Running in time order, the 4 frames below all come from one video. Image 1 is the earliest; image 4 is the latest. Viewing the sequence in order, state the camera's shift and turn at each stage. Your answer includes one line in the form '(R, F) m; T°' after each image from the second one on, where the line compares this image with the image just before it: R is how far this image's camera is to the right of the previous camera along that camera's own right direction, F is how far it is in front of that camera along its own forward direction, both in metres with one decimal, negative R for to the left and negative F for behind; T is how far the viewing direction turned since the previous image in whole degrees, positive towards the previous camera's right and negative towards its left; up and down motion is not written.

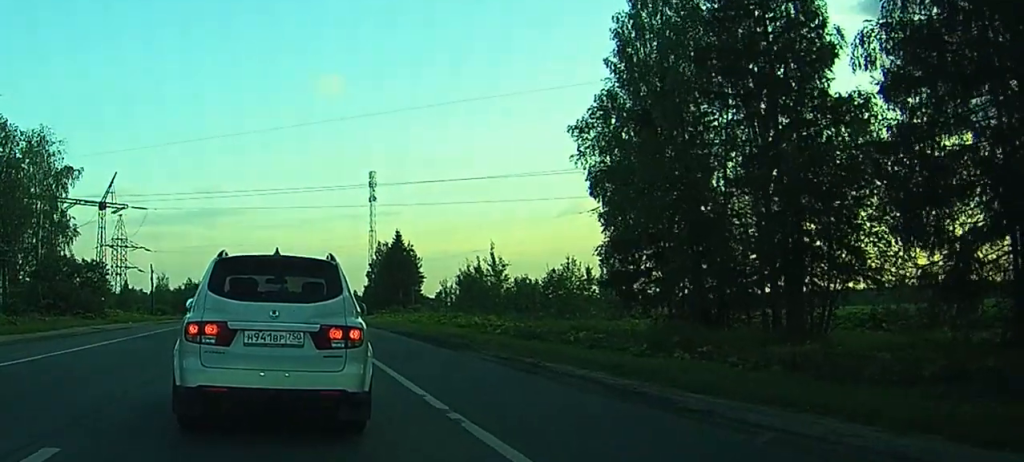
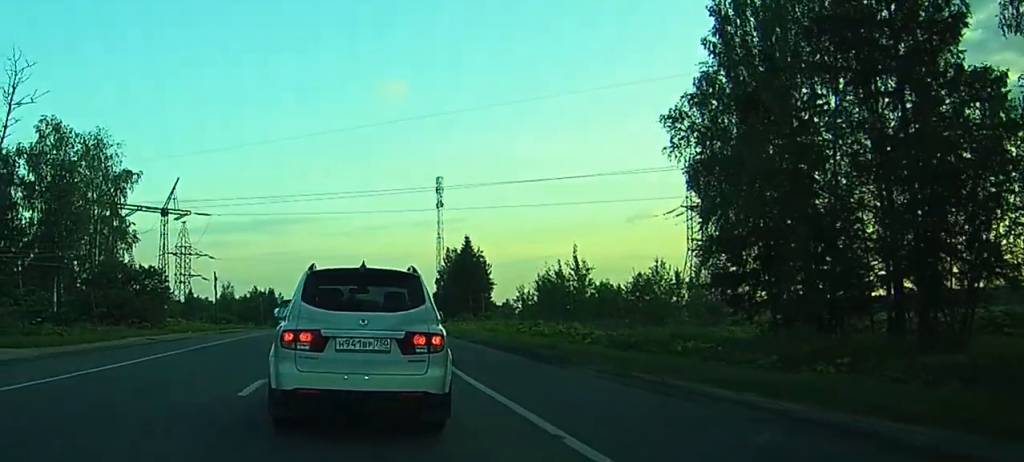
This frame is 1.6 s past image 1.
(+0.1, +4.3) m; -9°
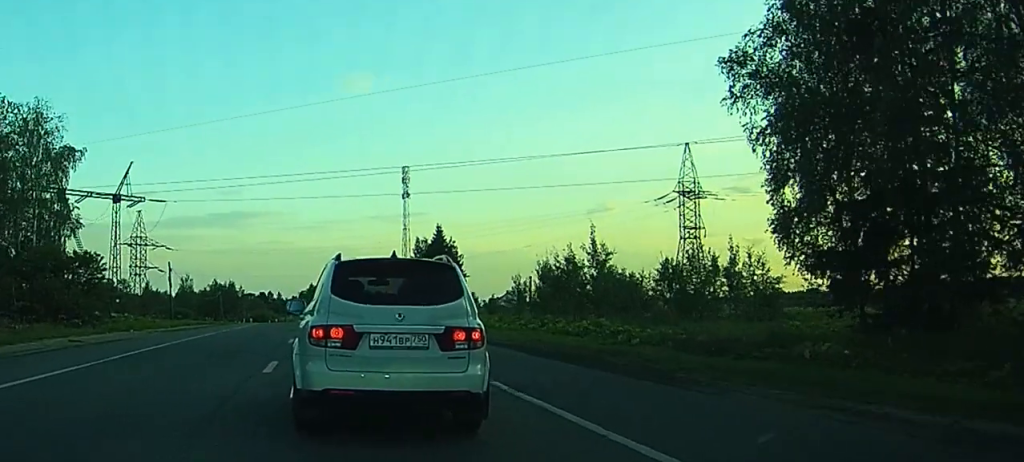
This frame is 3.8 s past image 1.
(-0.8, +8.1) m; -1°
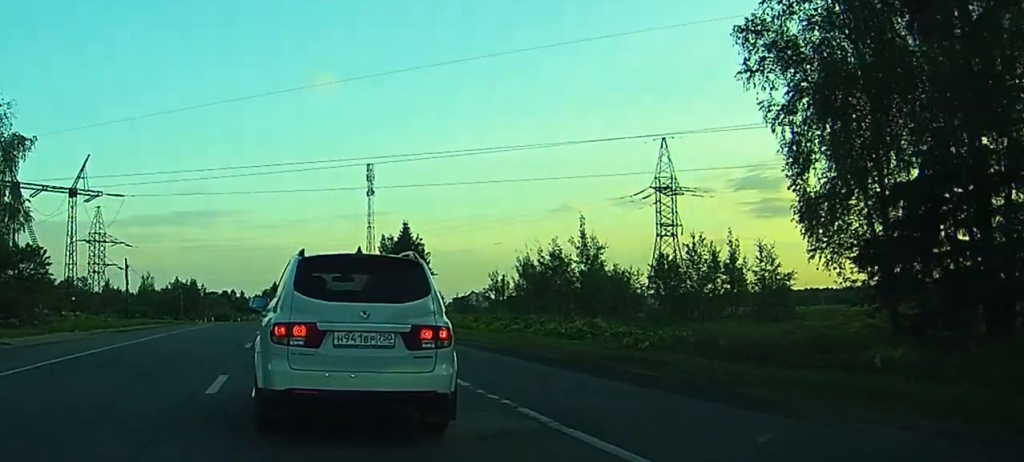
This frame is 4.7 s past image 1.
(+0.1, +3.7) m; +5°
